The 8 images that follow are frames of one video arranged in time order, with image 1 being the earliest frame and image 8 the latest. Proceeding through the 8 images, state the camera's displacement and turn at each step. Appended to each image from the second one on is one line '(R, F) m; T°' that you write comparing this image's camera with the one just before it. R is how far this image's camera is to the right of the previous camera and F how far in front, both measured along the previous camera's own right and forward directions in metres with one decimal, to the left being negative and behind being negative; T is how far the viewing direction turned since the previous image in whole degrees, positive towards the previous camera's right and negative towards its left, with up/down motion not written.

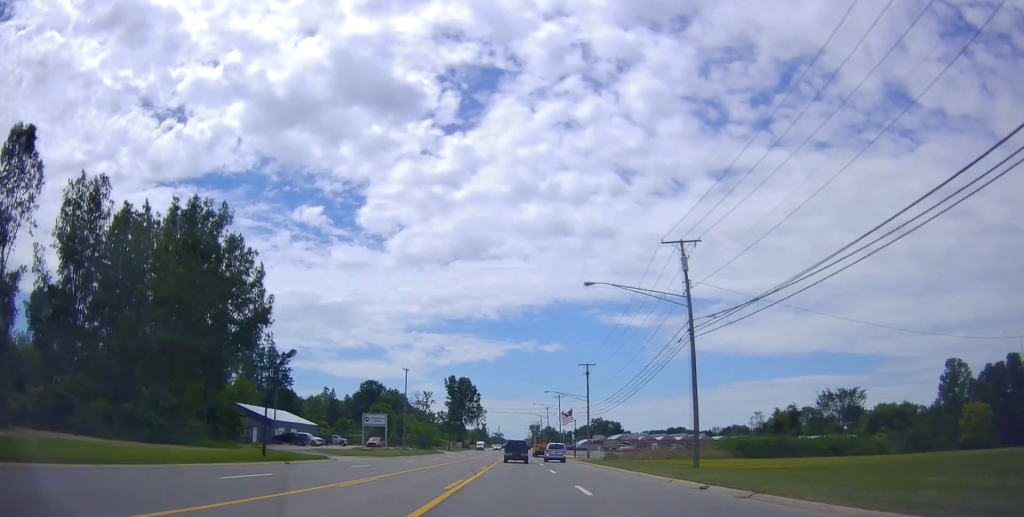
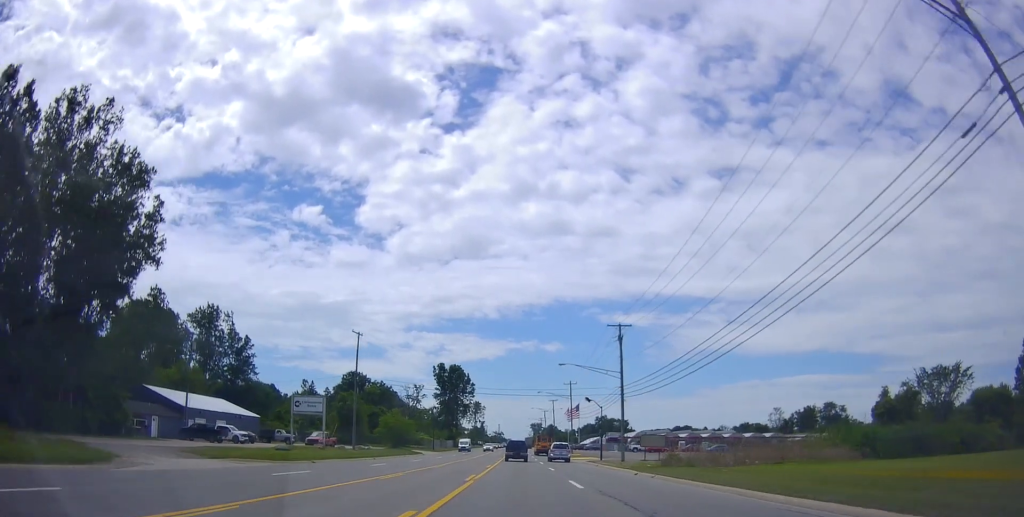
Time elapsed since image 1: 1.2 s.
(-0.8, +26.9) m; -1°
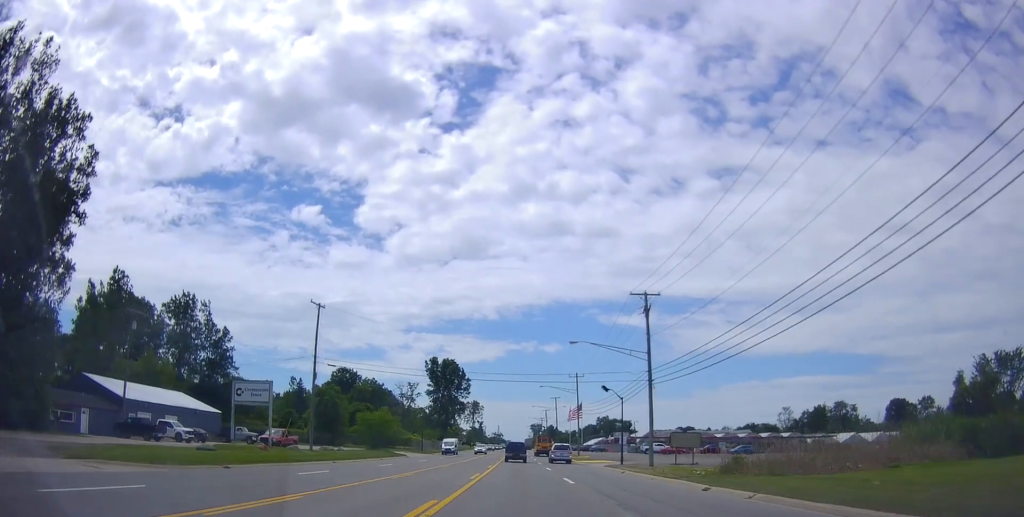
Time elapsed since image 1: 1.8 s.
(+0.2, +12.3) m; +1°
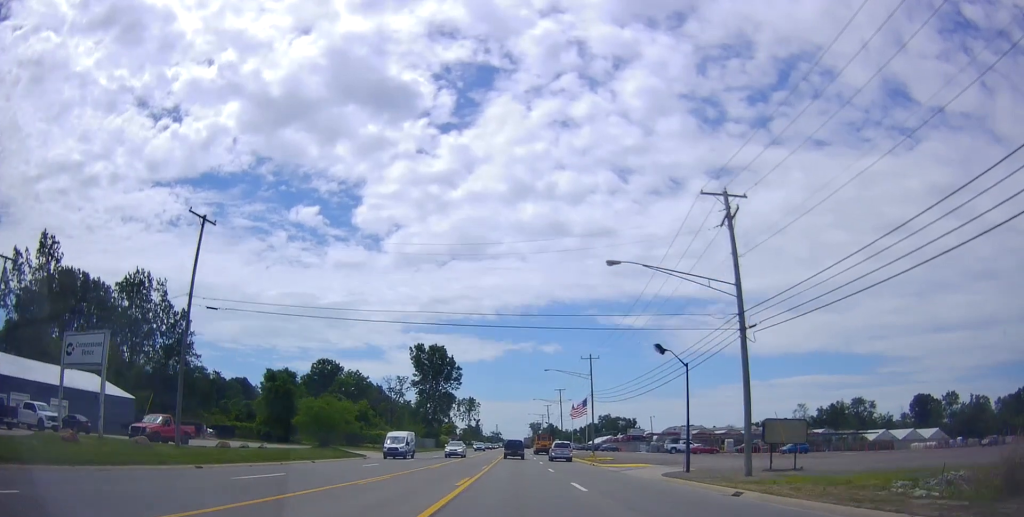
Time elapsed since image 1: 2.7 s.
(+0.2, +19.6) m; 0°
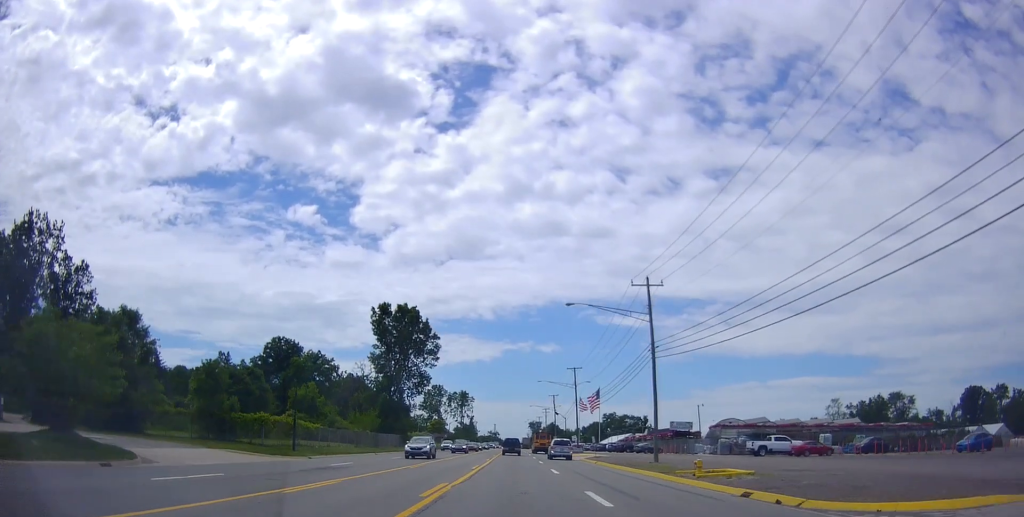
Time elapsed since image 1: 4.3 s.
(-0.5, +35.5) m; -1°
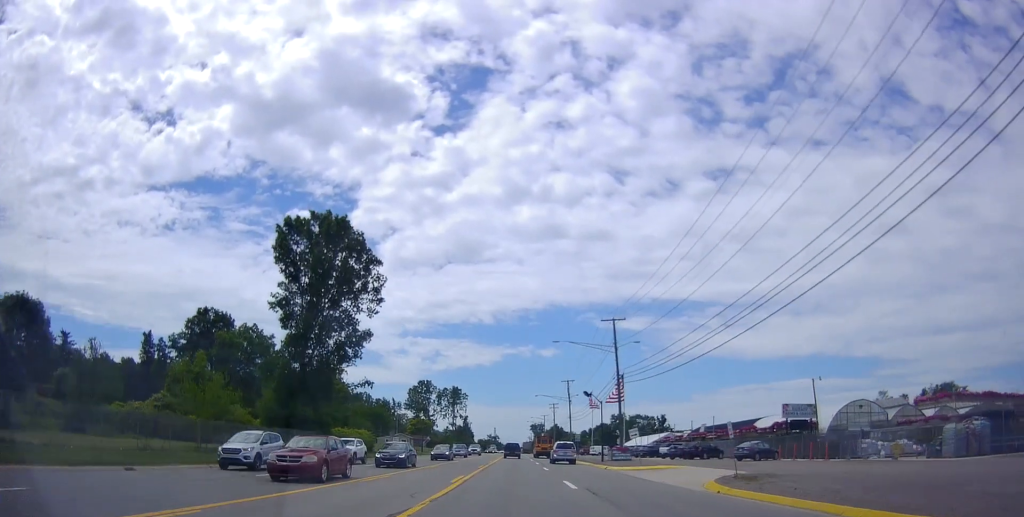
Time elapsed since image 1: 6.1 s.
(+1.1, +39.0) m; +2°
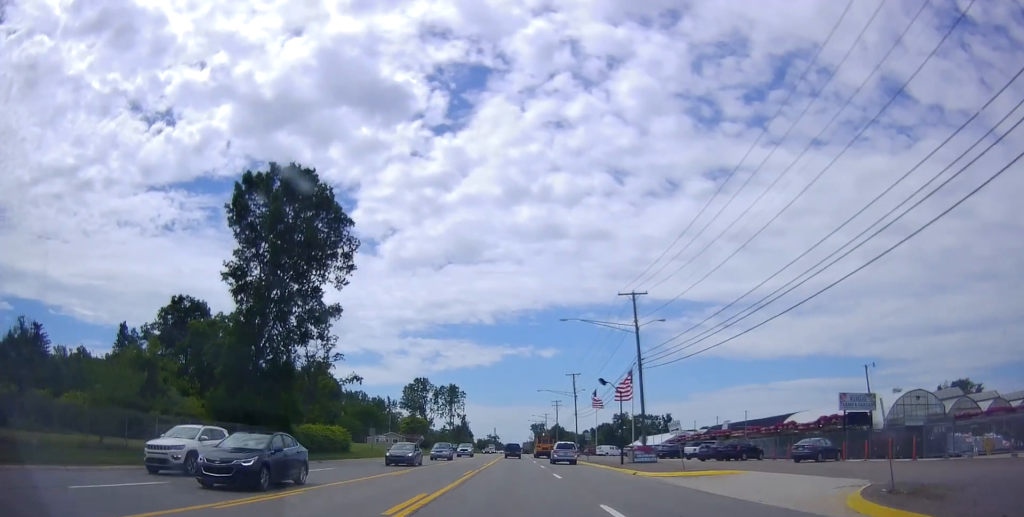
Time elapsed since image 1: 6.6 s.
(-0.2, +10.1) m; 0°
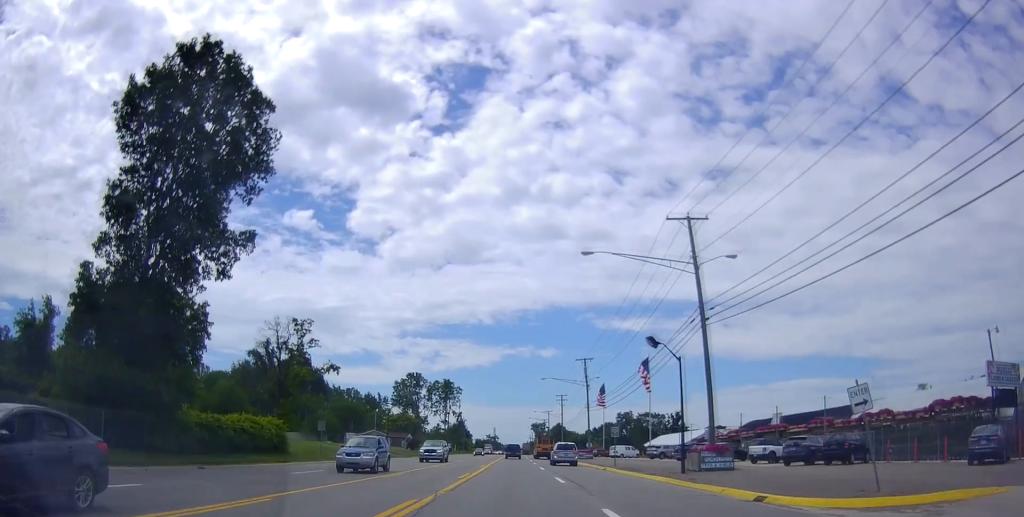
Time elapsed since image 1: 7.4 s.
(-0.1, +16.6) m; -1°
